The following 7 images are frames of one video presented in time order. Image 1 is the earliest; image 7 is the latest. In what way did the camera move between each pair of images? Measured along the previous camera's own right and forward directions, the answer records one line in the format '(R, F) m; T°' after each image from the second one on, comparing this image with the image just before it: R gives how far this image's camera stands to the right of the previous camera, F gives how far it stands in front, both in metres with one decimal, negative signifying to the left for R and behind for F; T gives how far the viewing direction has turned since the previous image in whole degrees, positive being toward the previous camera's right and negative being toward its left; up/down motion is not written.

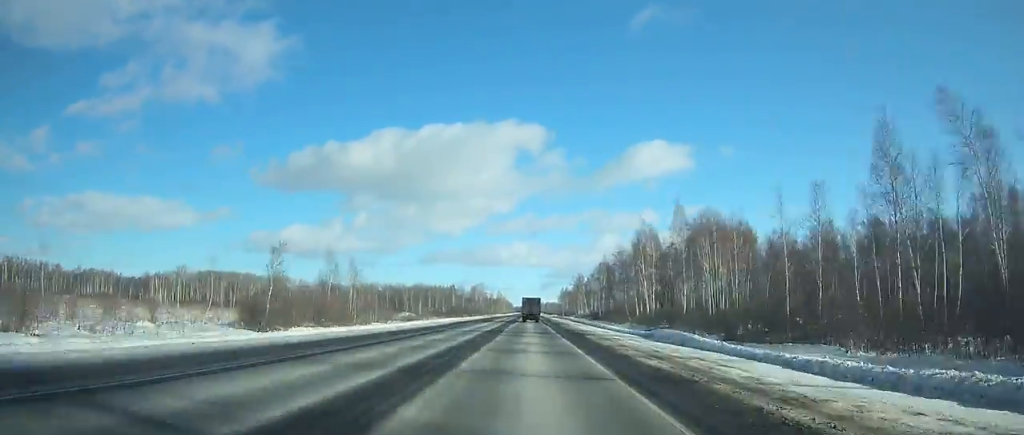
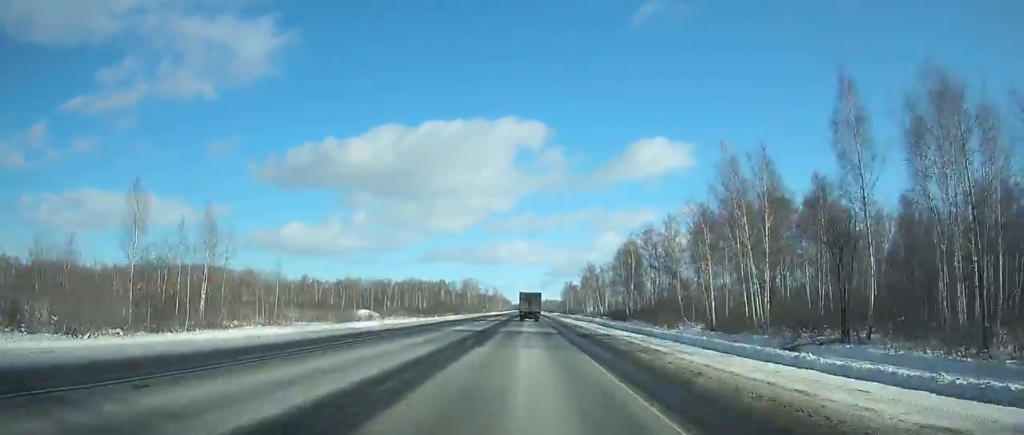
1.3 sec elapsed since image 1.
(0.0, +33.9) m; 0°
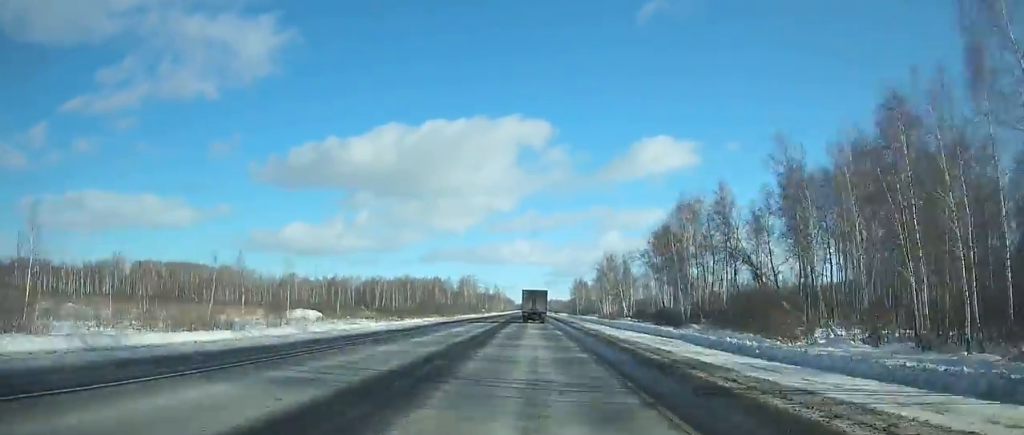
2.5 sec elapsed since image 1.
(0.0, +31.3) m; 0°
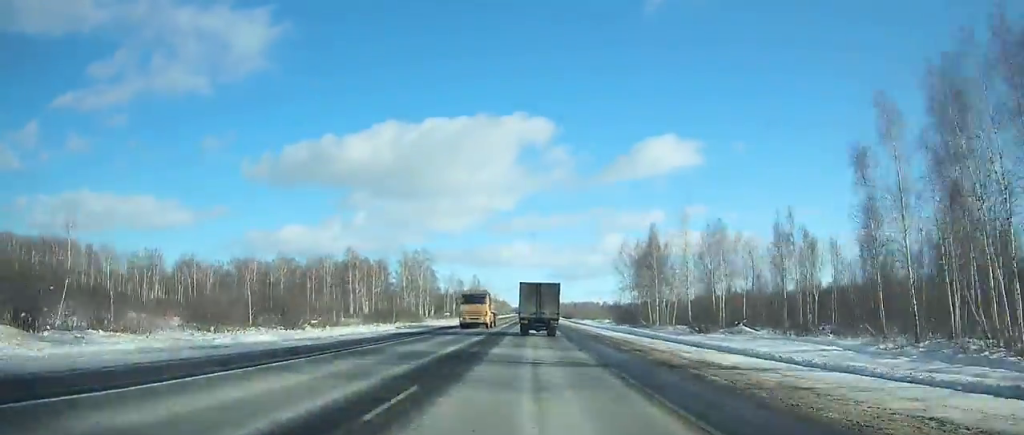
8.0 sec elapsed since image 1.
(-0.1, +140.0) m; 0°
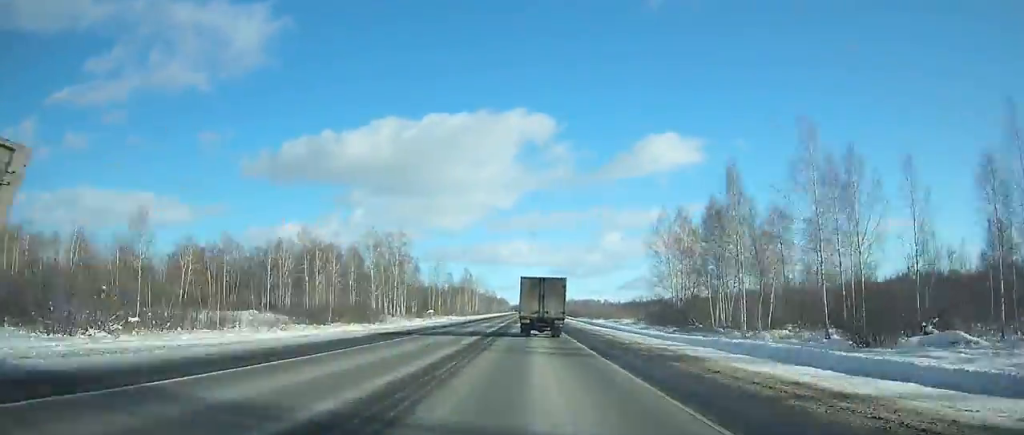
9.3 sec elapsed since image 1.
(0.0, +32.1) m; 0°
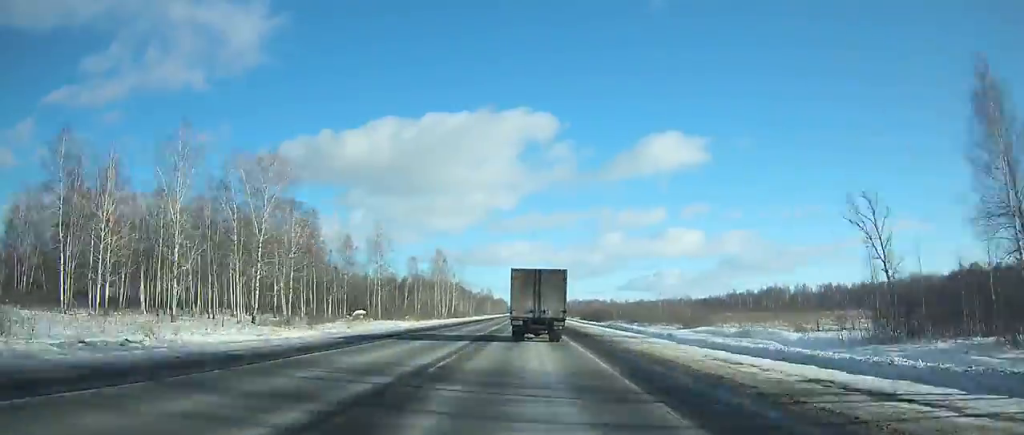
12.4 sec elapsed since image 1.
(+0.2, +74.0) m; 0°
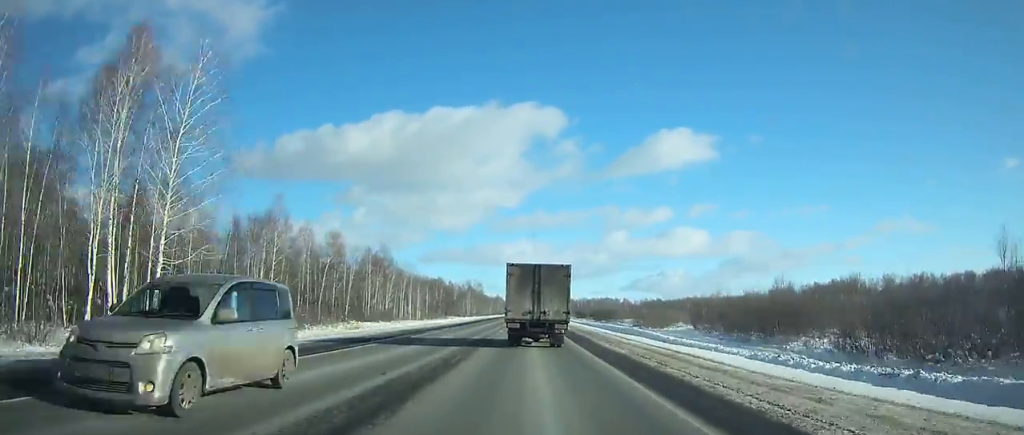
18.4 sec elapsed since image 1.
(-0.1, +127.9) m; 0°
